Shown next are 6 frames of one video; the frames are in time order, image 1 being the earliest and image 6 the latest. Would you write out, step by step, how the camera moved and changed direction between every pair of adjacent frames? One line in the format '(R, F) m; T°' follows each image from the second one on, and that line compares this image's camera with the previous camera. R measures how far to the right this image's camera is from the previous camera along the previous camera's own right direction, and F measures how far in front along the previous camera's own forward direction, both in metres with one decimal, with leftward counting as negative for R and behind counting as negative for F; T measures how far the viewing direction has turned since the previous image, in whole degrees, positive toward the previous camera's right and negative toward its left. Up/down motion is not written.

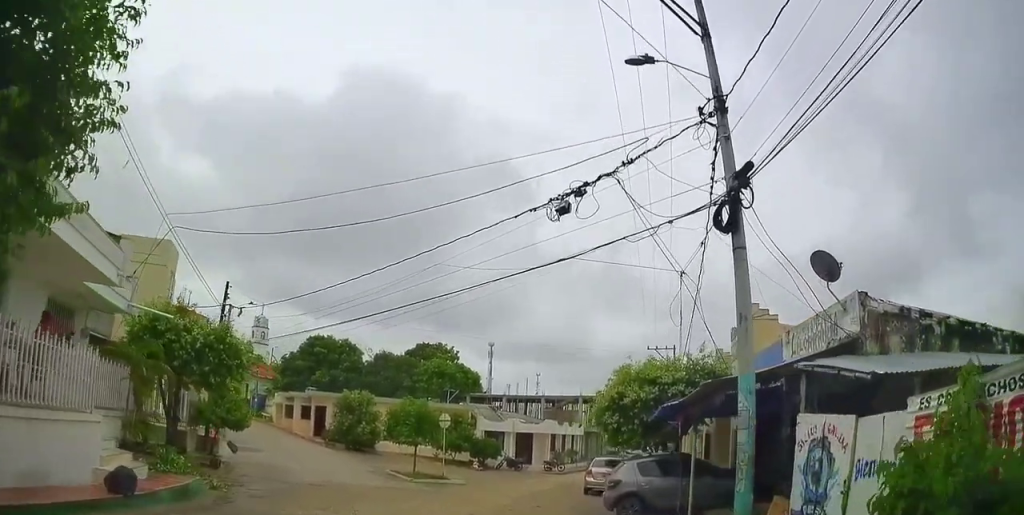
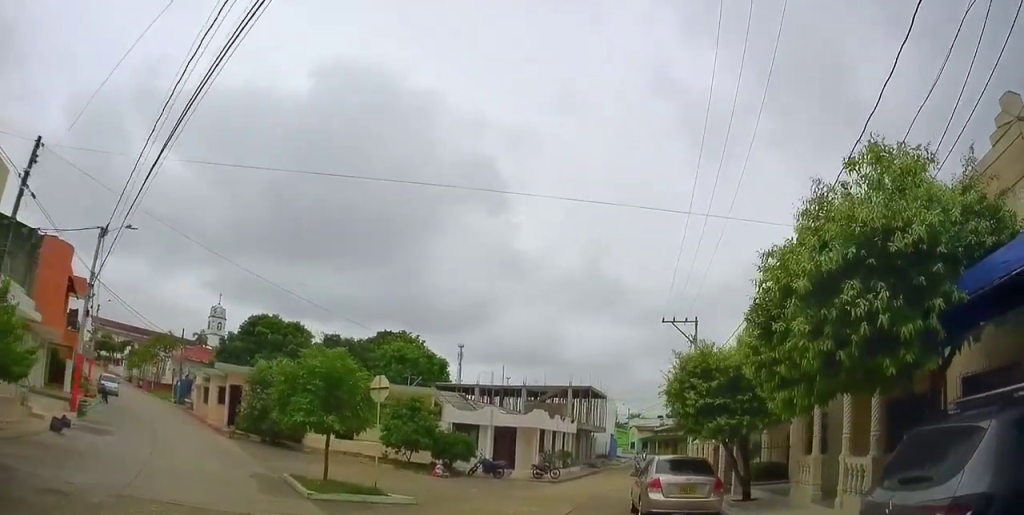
(0.0, +11.5) m; +3°
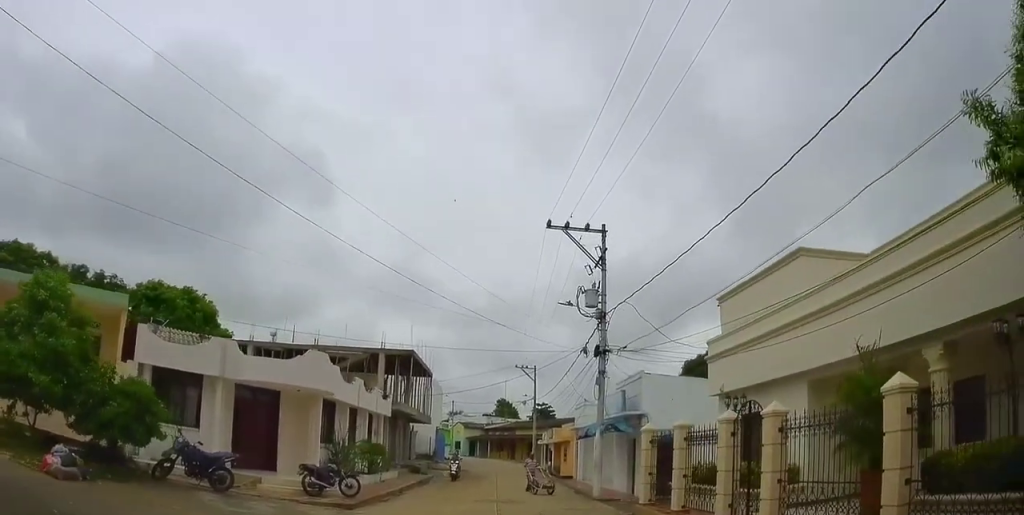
(+2.6, +17.5) m; +19°
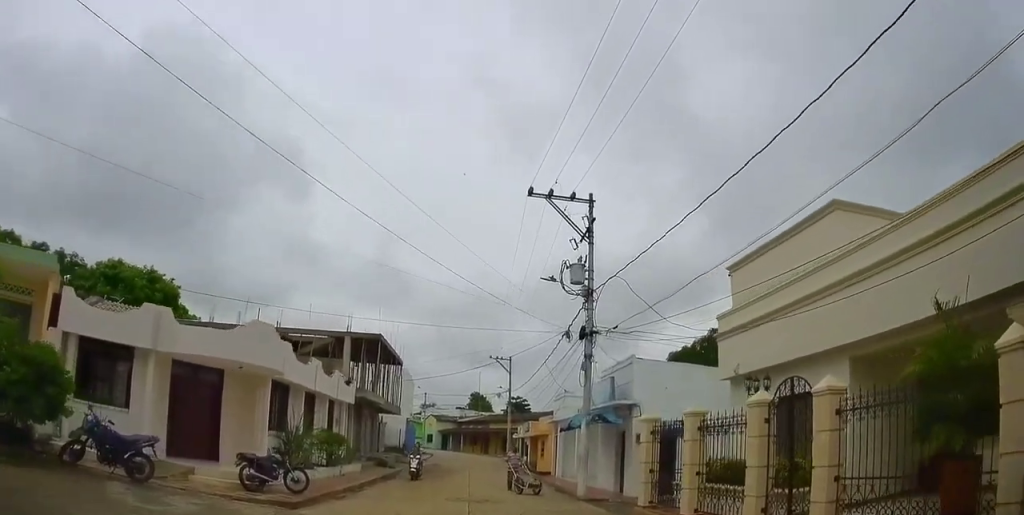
(0.0, +2.6) m; +5°
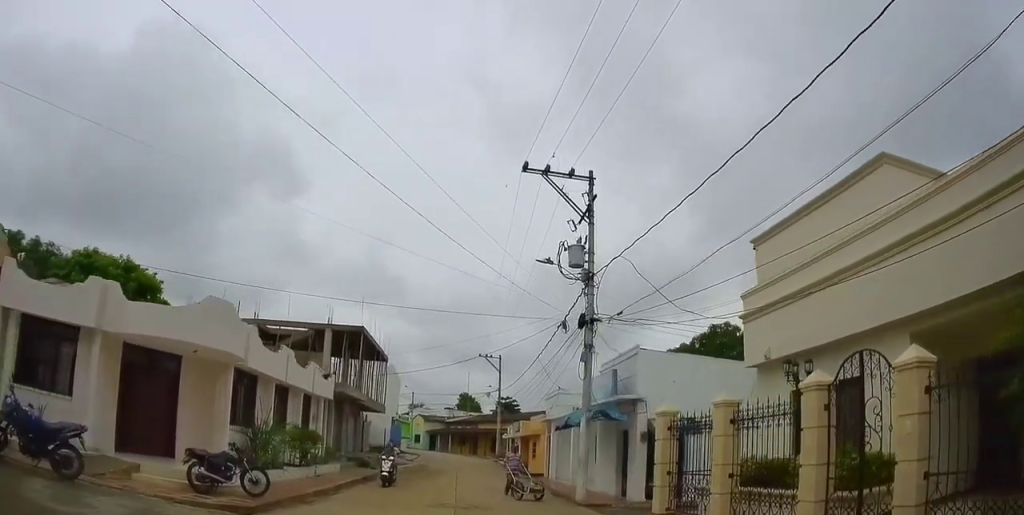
(0.0, +2.0) m; +3°
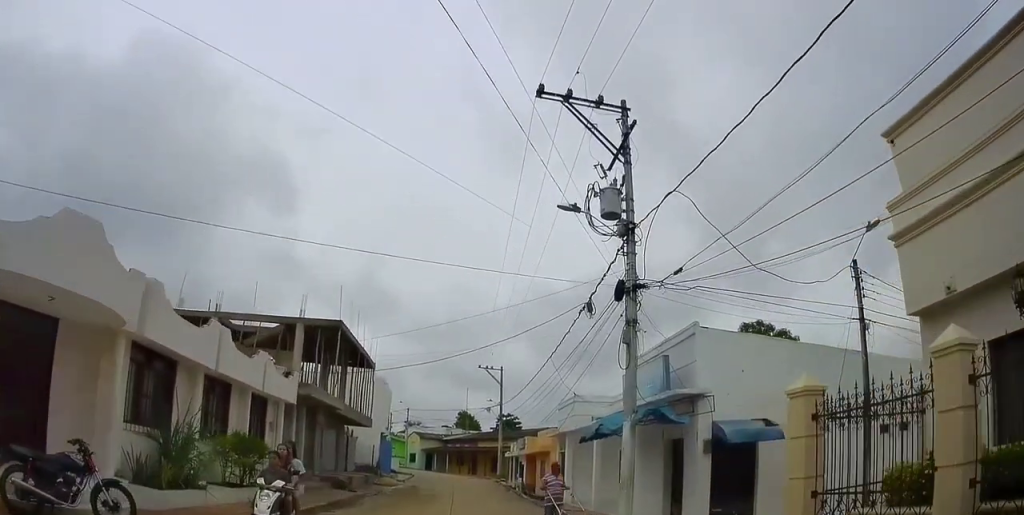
(+0.5, +5.1) m; +3°
